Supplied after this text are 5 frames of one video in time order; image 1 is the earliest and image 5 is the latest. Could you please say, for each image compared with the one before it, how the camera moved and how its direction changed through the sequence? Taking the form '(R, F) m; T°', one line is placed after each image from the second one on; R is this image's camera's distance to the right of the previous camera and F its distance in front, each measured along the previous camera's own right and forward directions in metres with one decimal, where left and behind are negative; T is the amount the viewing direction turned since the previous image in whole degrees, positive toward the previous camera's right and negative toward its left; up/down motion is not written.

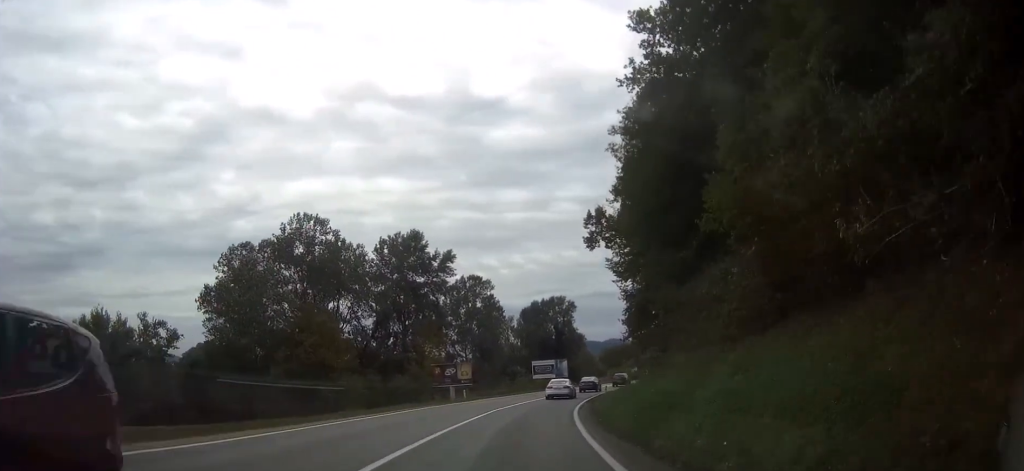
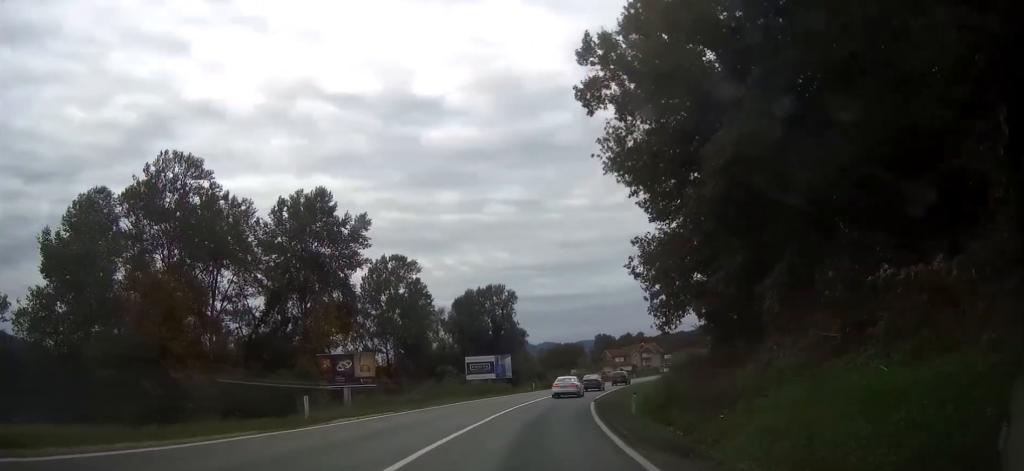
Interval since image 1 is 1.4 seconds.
(+0.9, +27.6) m; +5°
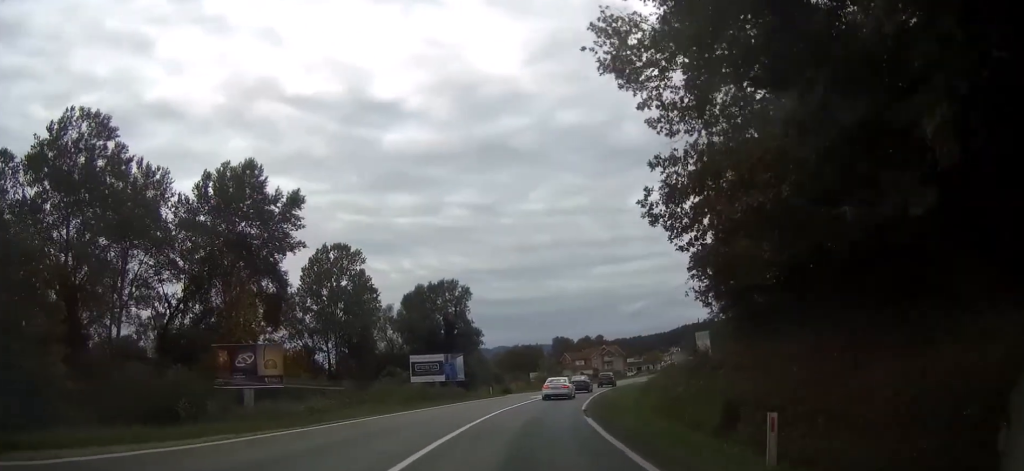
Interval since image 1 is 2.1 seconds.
(+0.4, +13.8) m; +3°
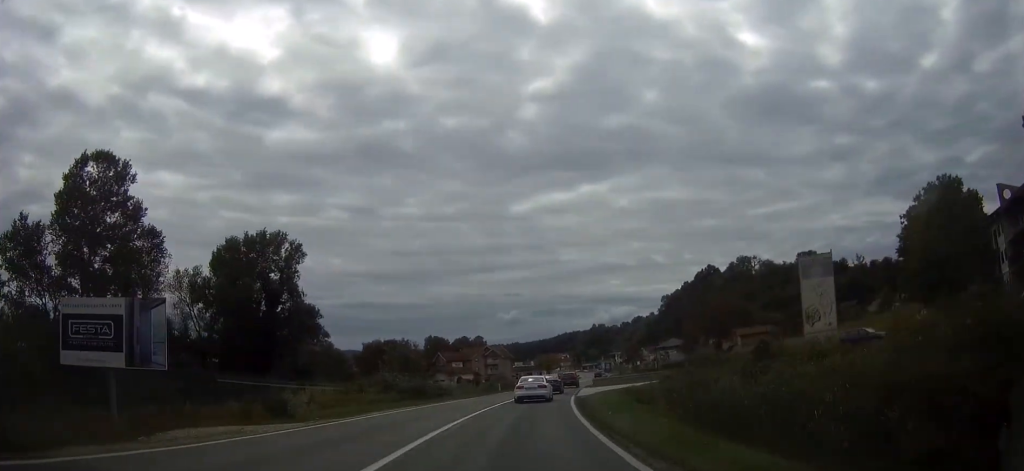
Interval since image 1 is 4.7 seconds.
(+5.0, +49.9) m; +10°
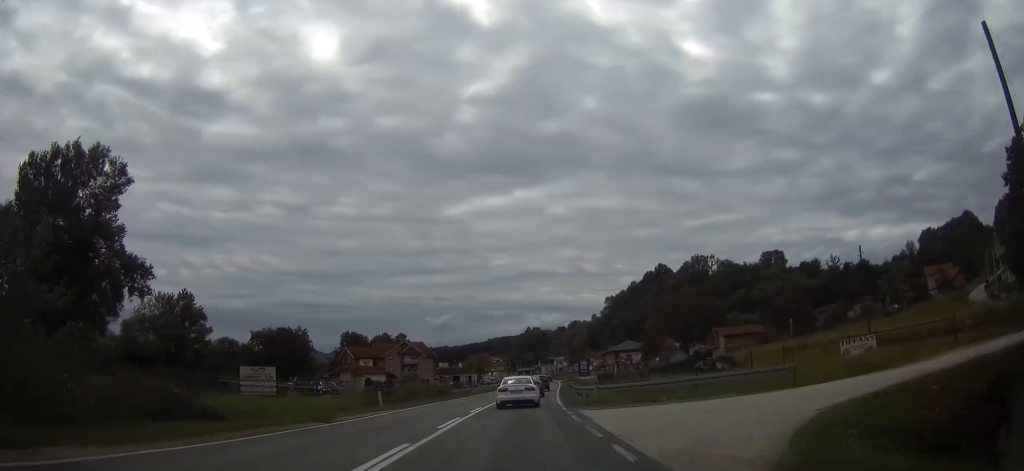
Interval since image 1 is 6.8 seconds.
(+2.4, +38.9) m; +6°
